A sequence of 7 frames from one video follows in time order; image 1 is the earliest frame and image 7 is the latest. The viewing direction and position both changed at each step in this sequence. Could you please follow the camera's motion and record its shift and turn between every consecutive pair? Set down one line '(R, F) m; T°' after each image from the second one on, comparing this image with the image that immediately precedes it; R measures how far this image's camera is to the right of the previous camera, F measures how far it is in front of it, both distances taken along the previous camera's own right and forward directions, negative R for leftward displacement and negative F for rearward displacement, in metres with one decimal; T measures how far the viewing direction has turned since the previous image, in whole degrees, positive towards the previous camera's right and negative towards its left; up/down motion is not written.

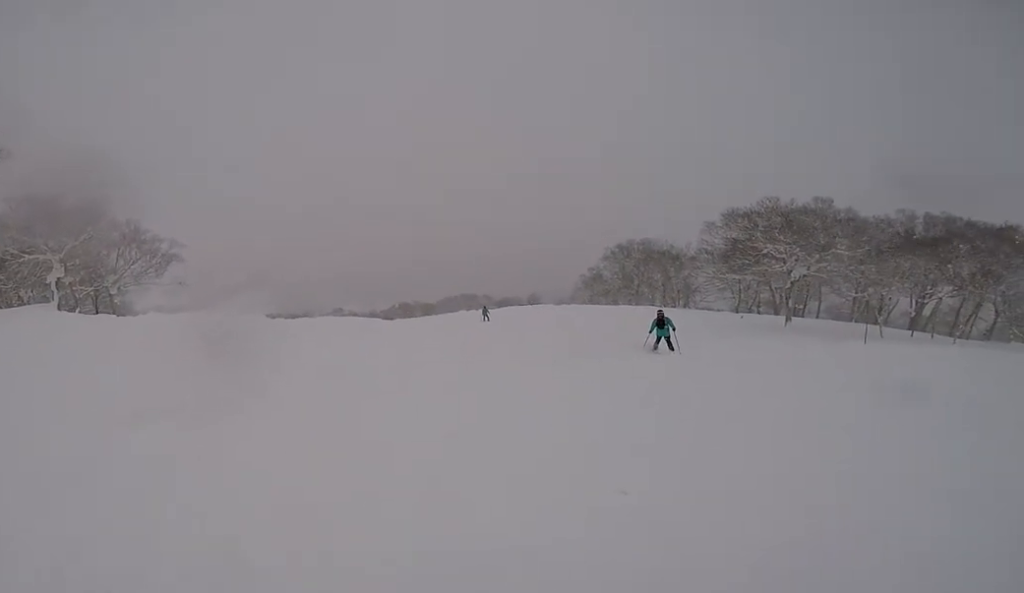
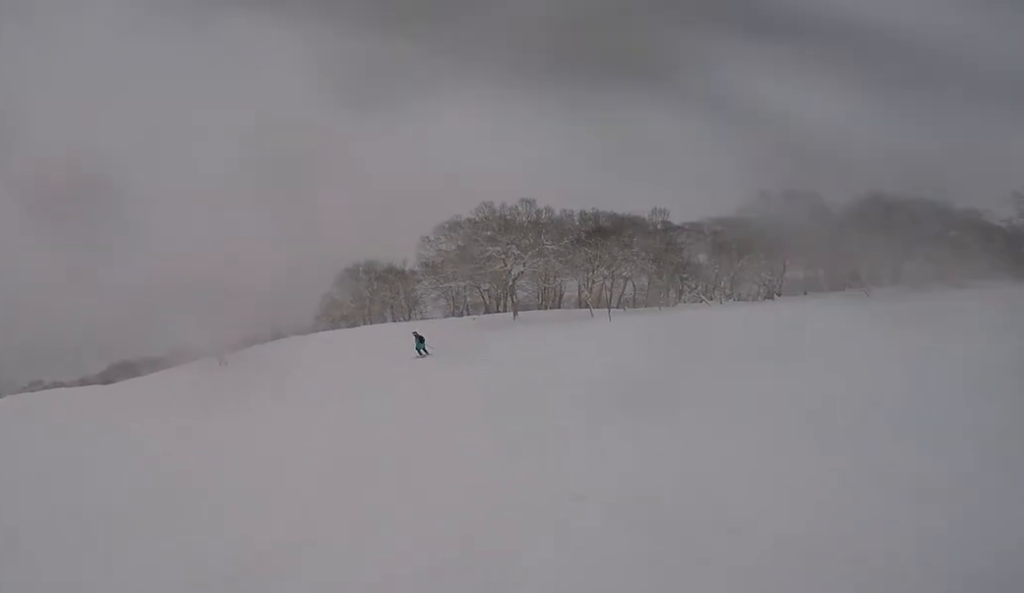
(+1.7, +3.9) m; +43°
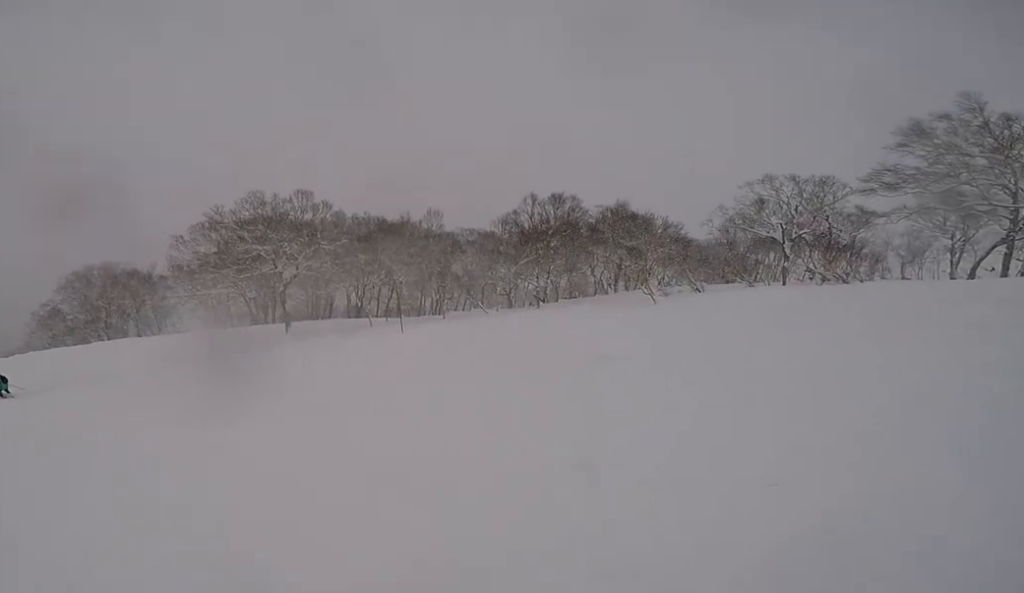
(+2.1, +4.7) m; +23°
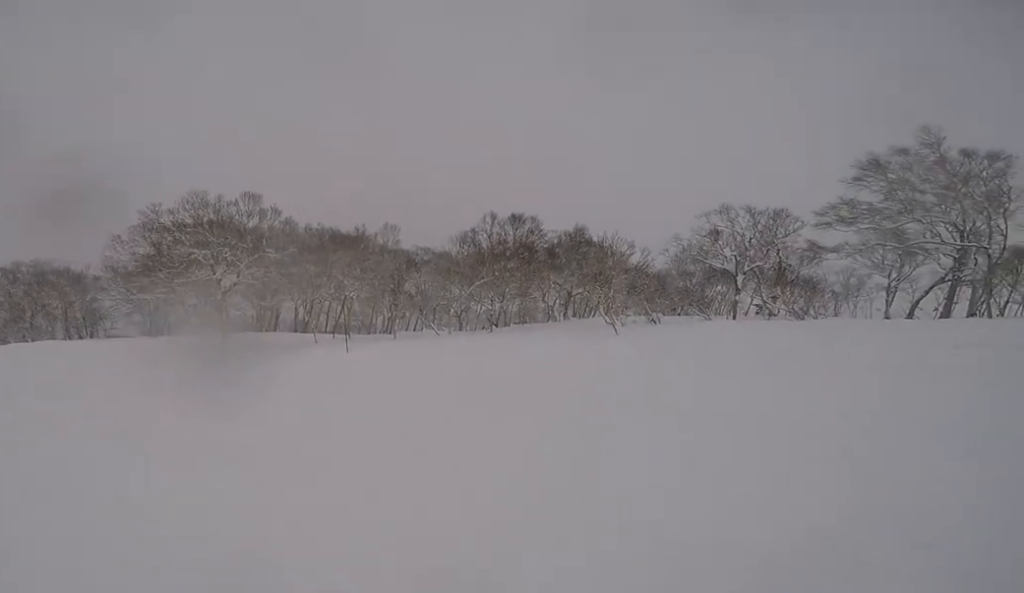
(+0.3, +1.9) m; -2°
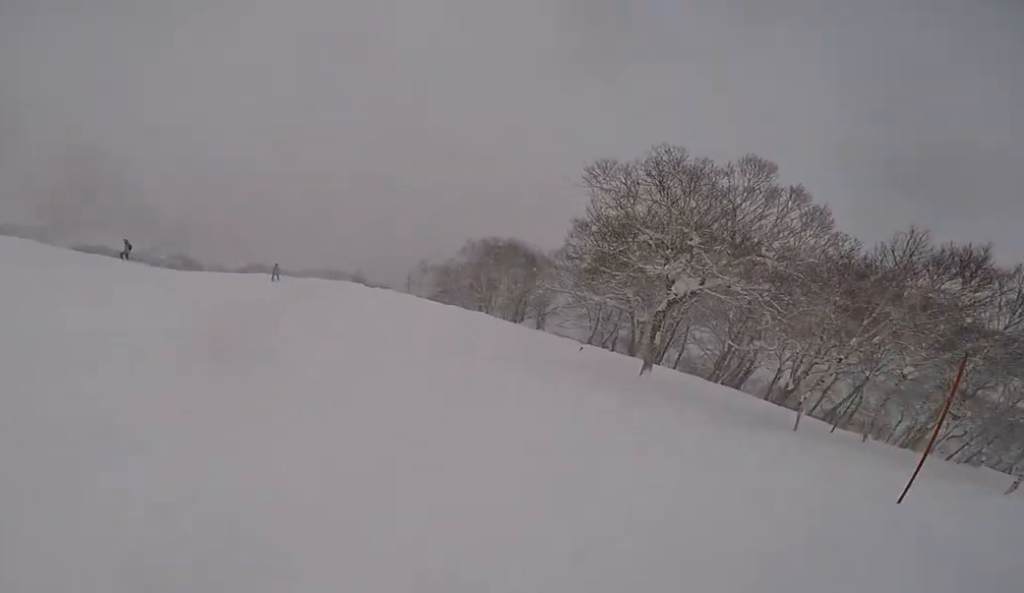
(-4.0, +9.9) m; -44°
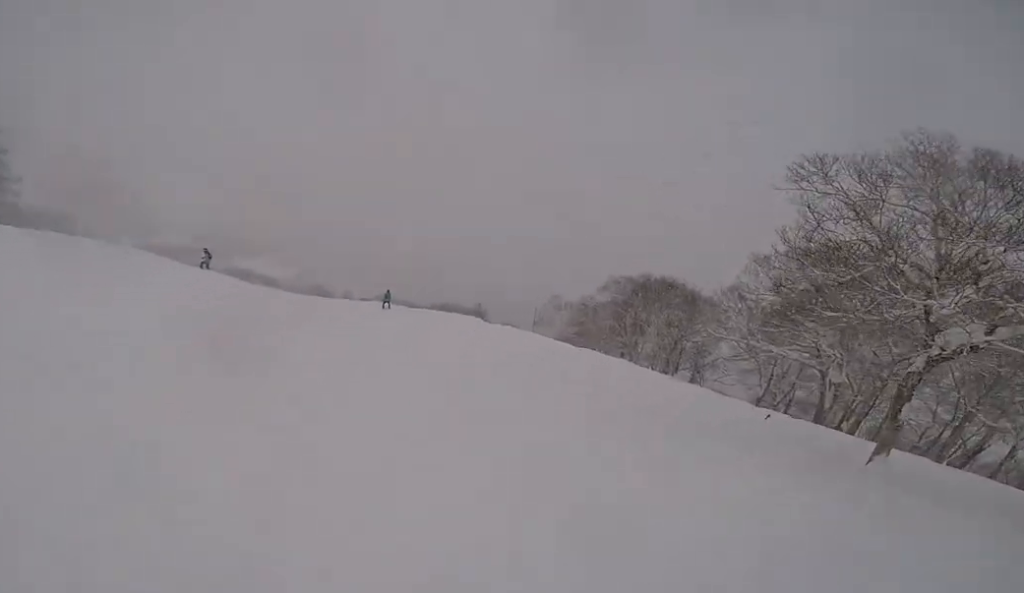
(-0.9, +4.1) m; -16°
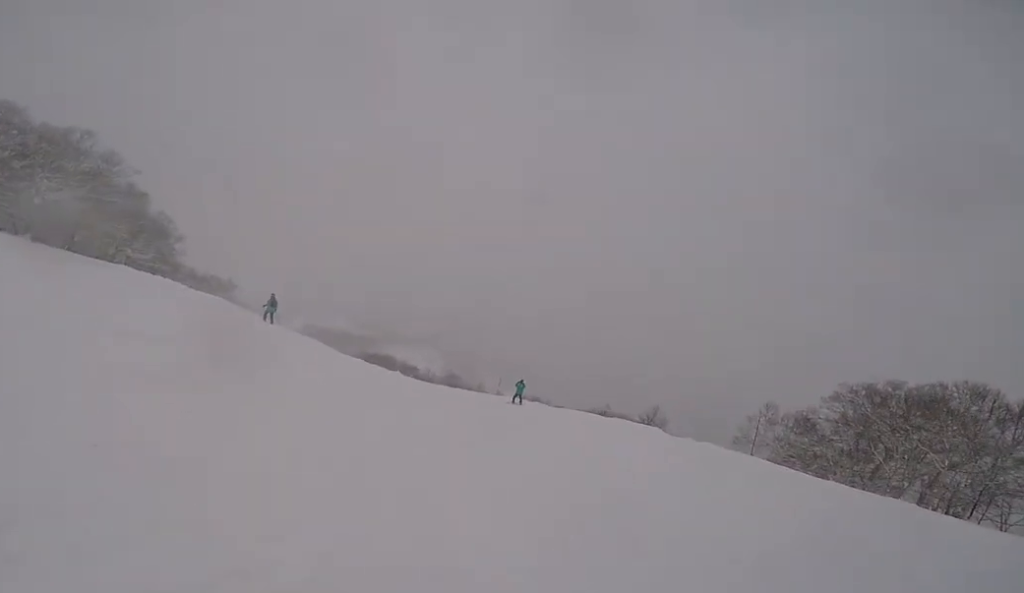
(-1.3, +7.2) m; -21°
